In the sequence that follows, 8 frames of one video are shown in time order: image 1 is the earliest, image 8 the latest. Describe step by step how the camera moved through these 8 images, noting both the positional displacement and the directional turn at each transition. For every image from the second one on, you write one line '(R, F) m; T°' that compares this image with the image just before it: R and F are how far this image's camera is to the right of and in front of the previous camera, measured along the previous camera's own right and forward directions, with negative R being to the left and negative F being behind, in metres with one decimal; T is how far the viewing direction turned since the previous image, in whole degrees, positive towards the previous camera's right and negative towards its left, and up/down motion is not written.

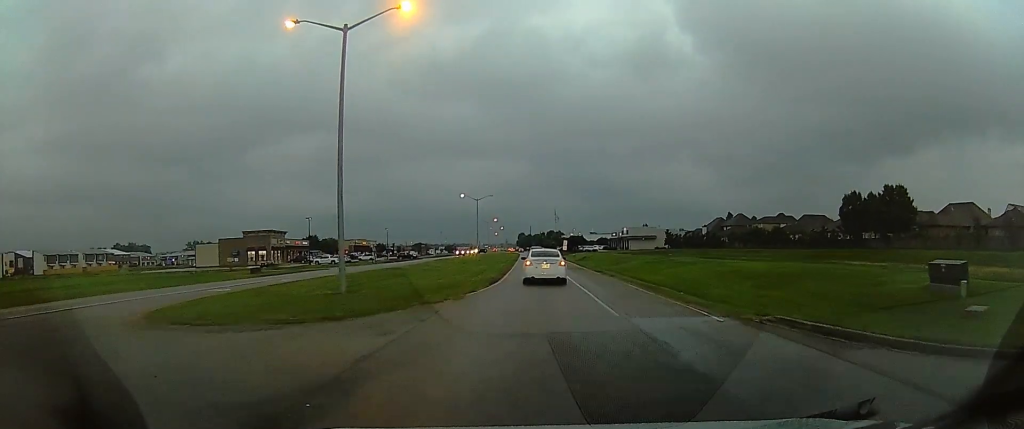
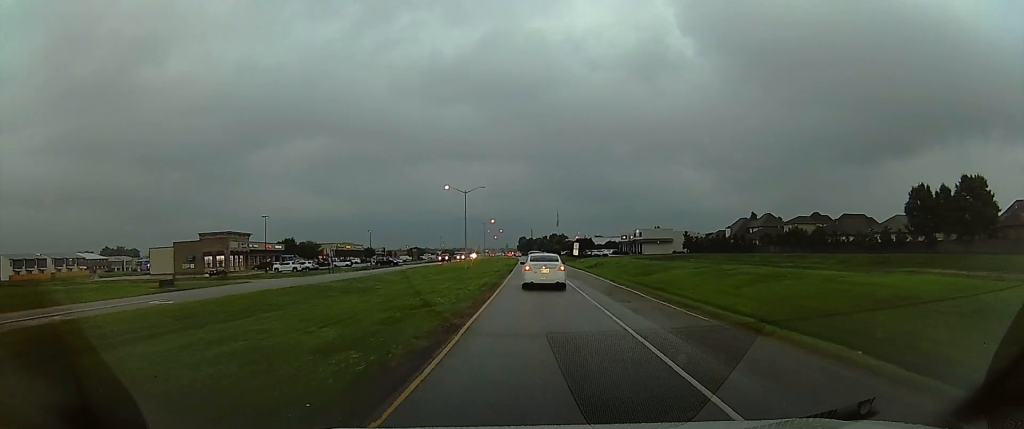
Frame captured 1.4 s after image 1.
(+0.5, +20.8) m; -1°
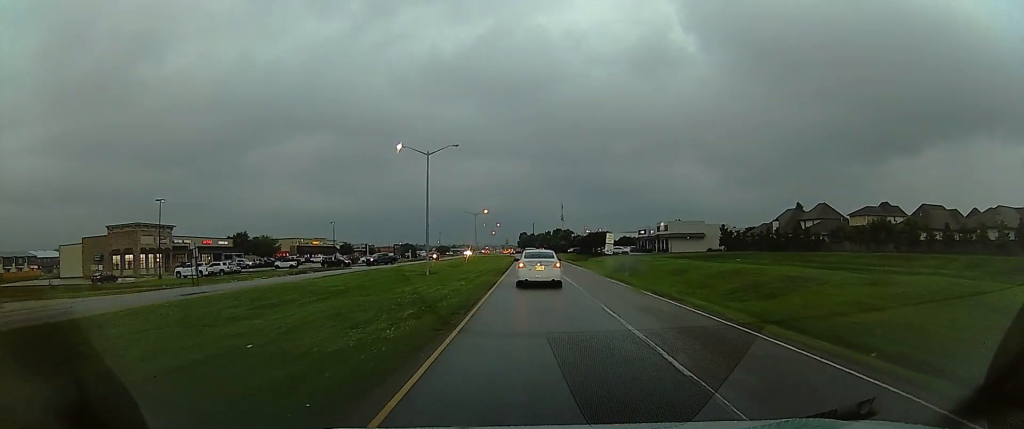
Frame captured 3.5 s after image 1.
(0.0, +31.5) m; -2°
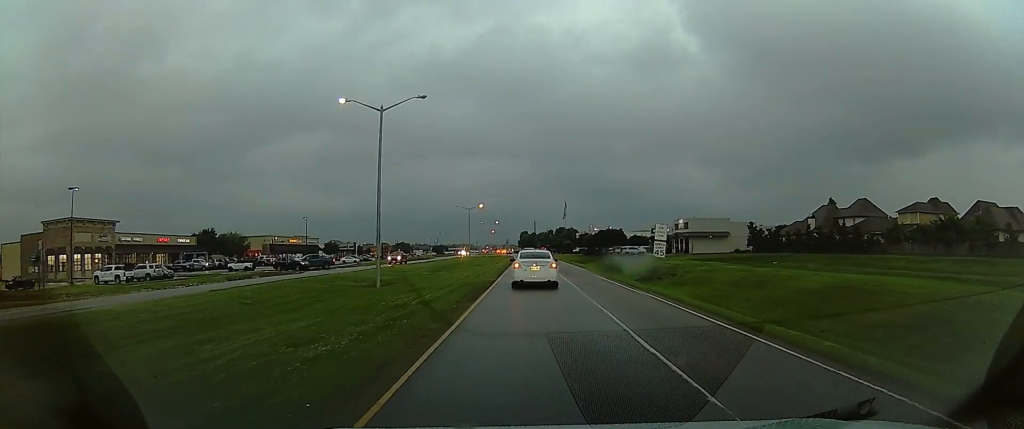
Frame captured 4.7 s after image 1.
(-0.7, +17.4) m; +1°
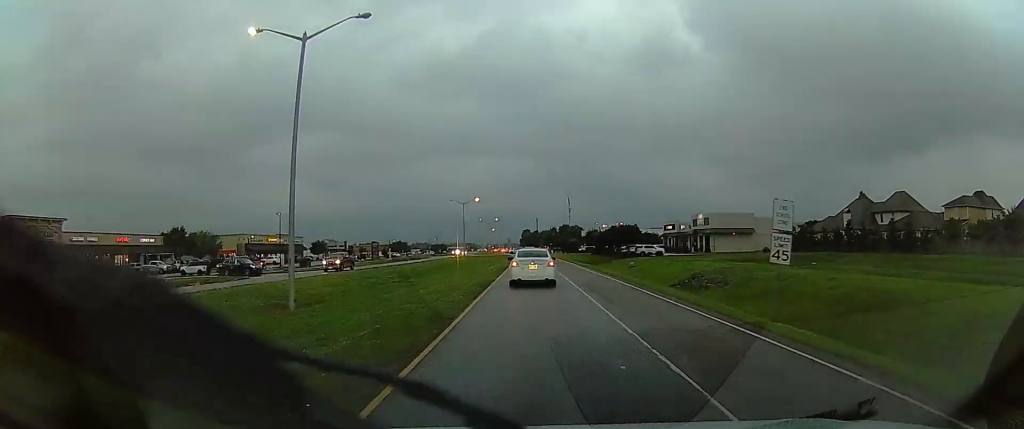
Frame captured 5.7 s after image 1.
(+0.8, +13.8) m; +2°
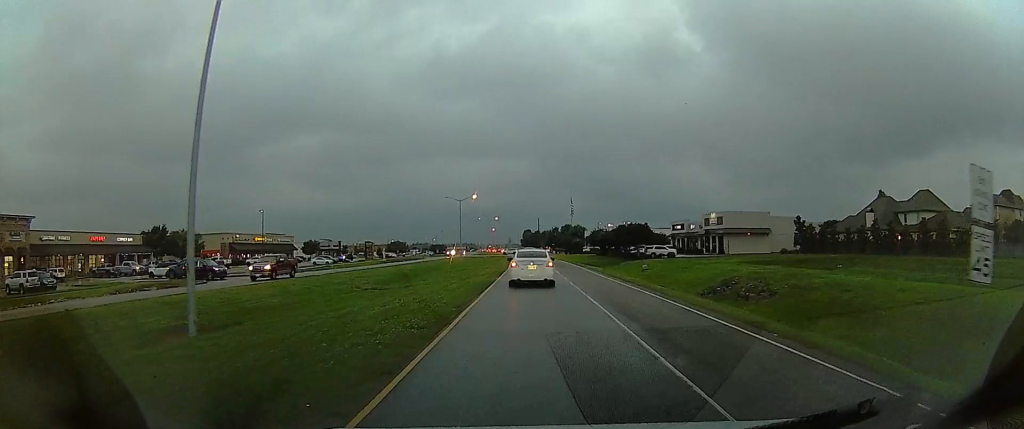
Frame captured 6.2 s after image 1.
(+0.1, +7.4) m; 0°
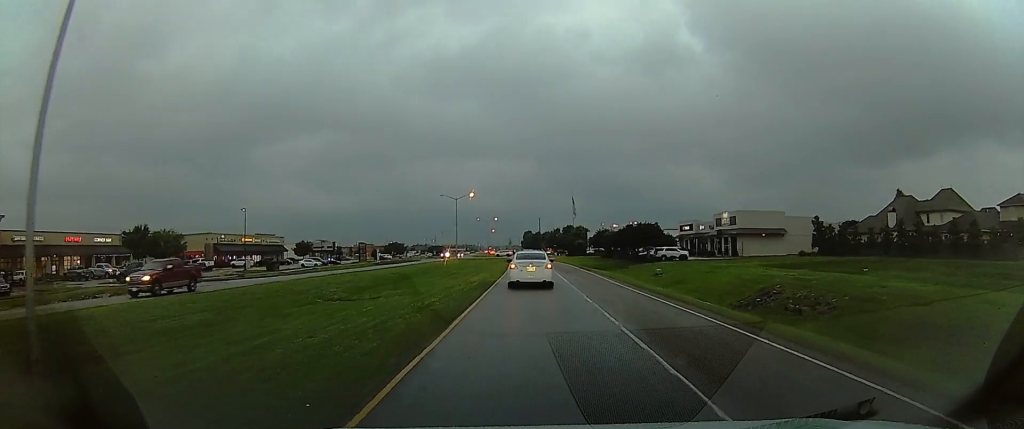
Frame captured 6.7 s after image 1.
(-0.6, +6.8) m; 0°
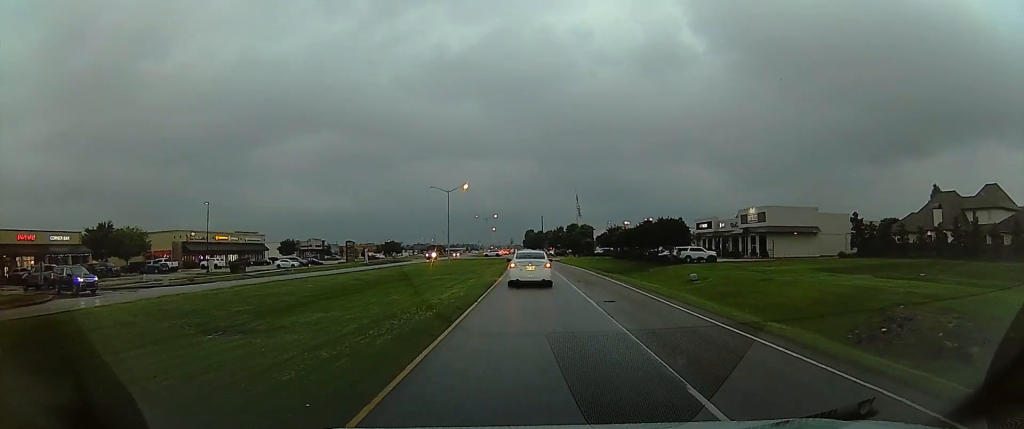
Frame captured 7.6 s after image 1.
(+0.4, +11.6) m; 0°
